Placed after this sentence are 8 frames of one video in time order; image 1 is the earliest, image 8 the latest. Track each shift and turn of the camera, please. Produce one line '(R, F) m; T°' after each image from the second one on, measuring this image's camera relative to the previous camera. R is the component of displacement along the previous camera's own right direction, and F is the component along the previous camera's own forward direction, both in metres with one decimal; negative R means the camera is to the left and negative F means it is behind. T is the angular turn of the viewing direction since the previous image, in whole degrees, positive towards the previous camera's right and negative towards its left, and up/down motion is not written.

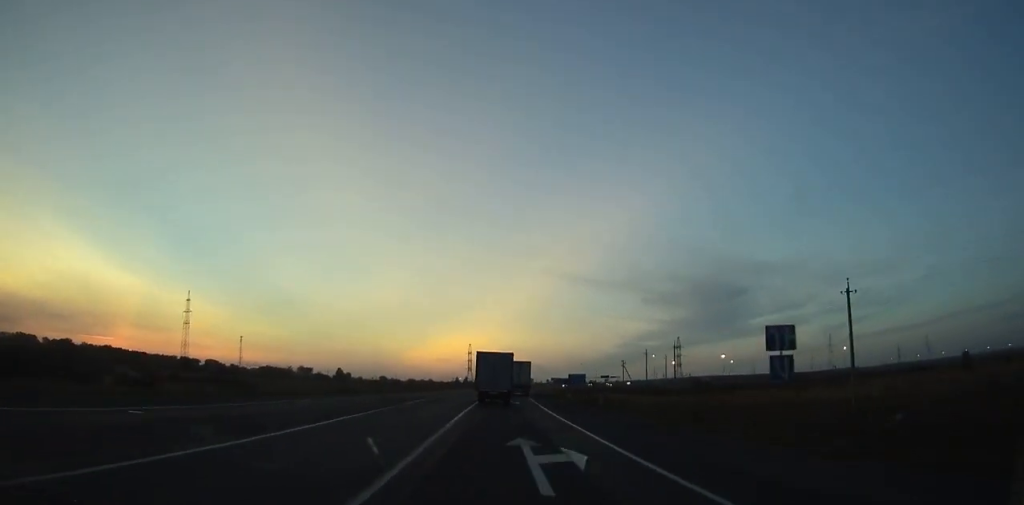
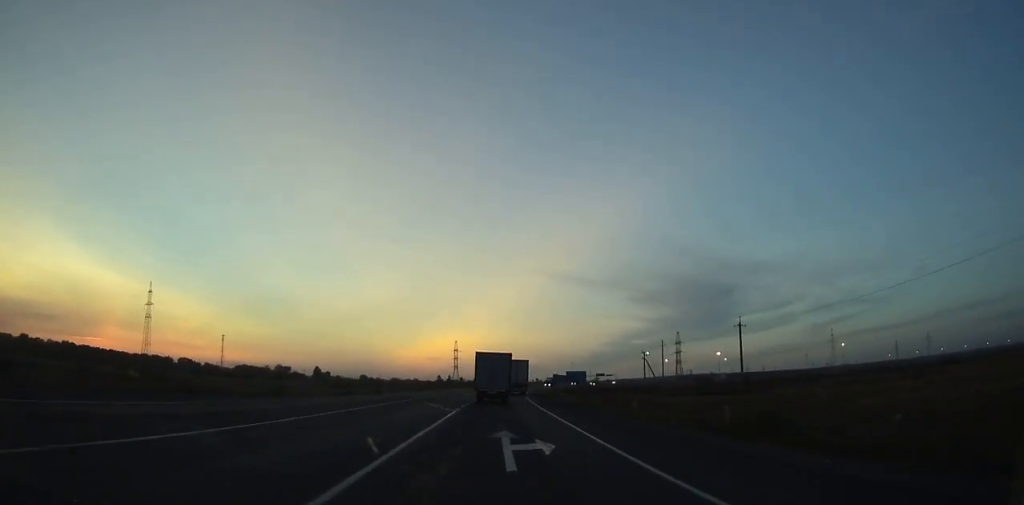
(+0.1, +28.6) m; +1°
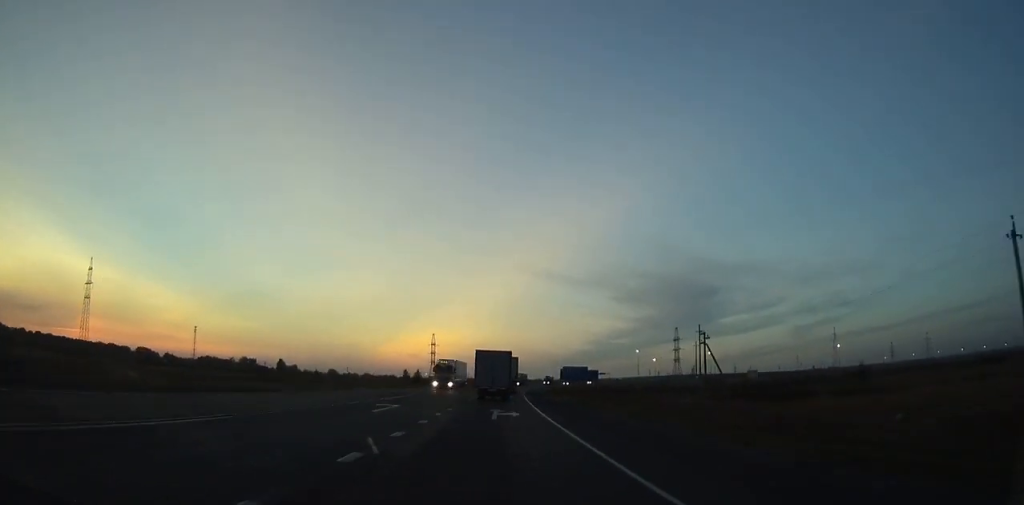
(+0.8, +39.2) m; +2°
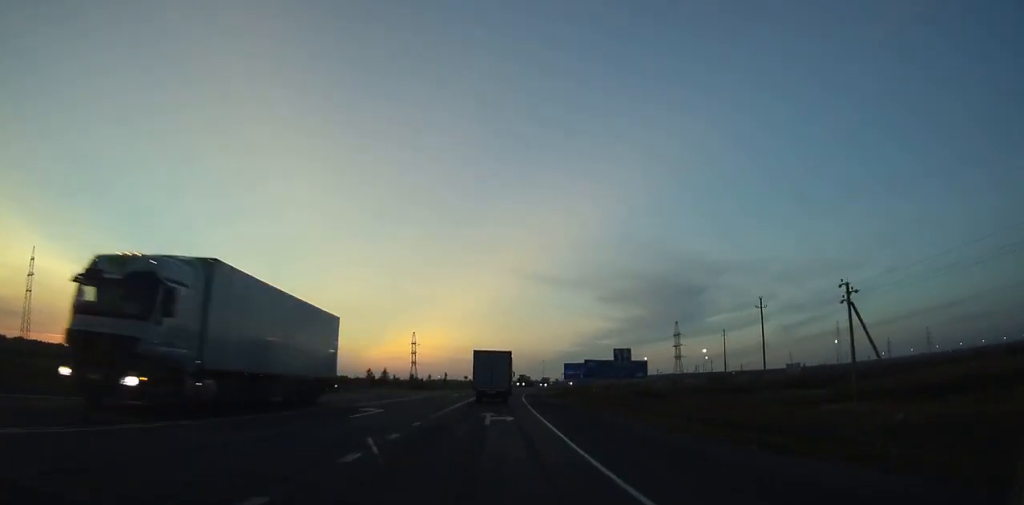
(+0.3, +31.1) m; +1°
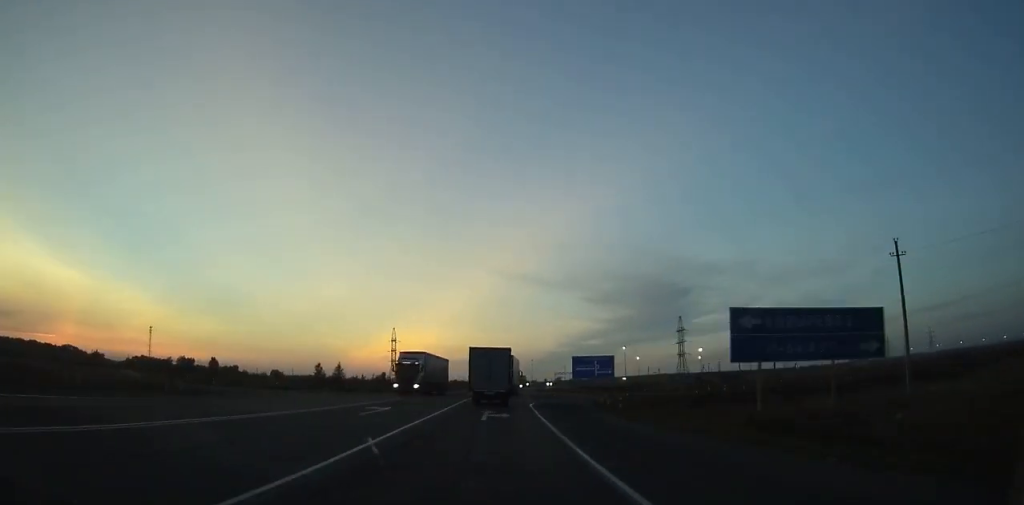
(0.0, +29.6) m; +1°
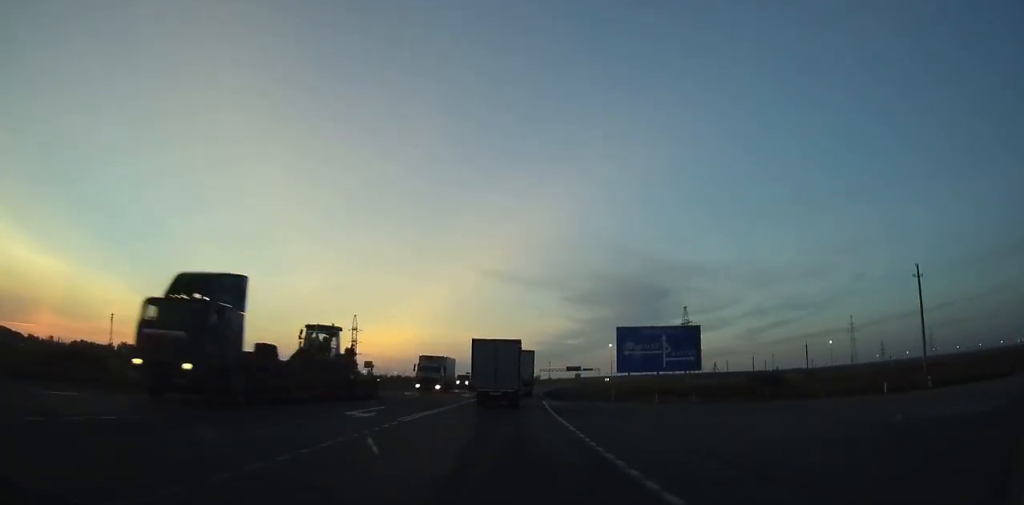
(+0.9, +45.7) m; +2°
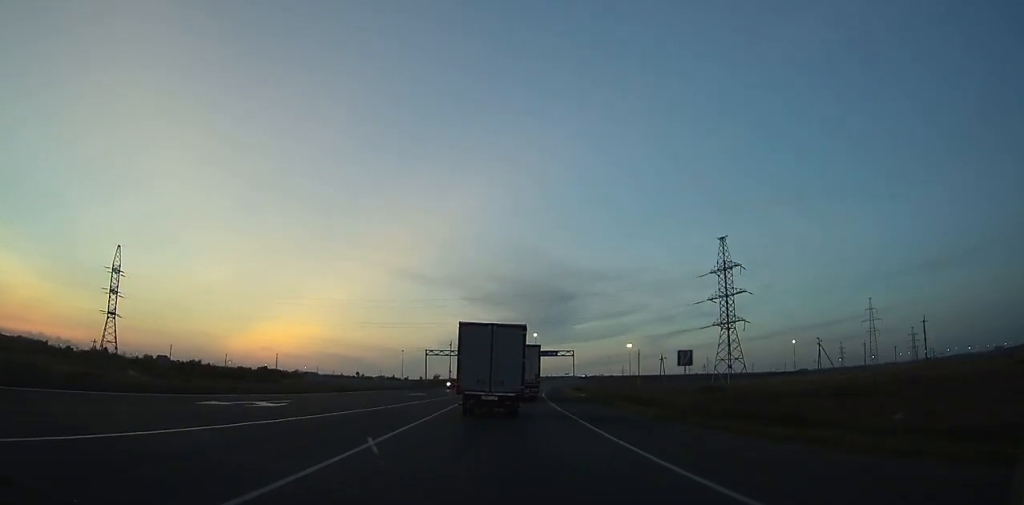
(+13.2, +146.8) m; +10°
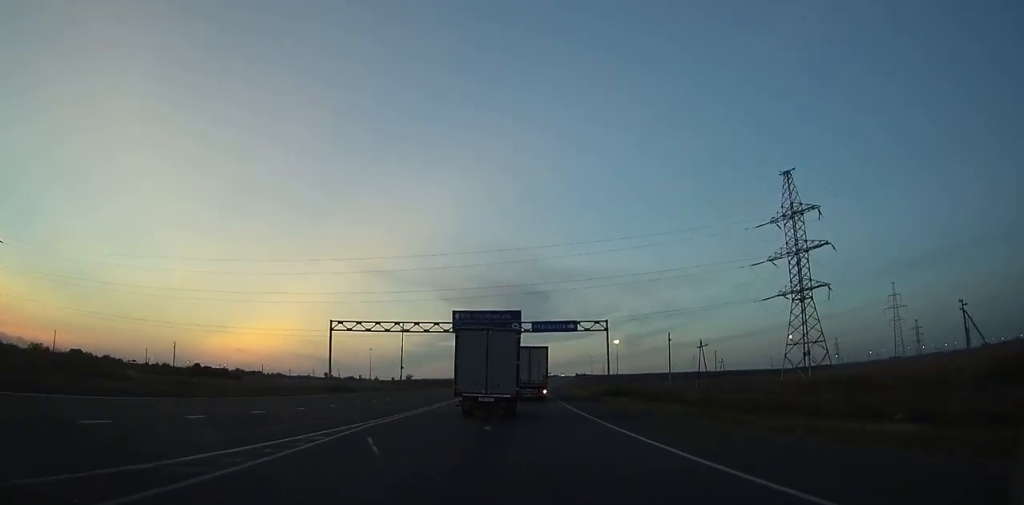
(+1.0, +48.0) m; +3°
